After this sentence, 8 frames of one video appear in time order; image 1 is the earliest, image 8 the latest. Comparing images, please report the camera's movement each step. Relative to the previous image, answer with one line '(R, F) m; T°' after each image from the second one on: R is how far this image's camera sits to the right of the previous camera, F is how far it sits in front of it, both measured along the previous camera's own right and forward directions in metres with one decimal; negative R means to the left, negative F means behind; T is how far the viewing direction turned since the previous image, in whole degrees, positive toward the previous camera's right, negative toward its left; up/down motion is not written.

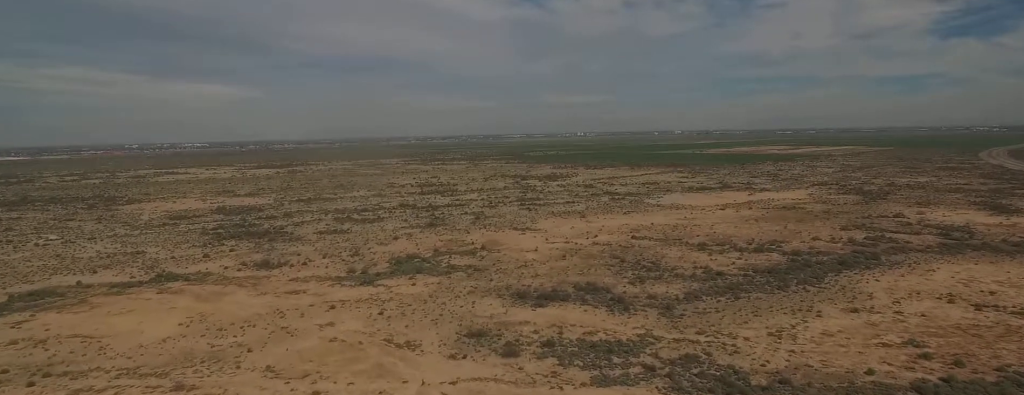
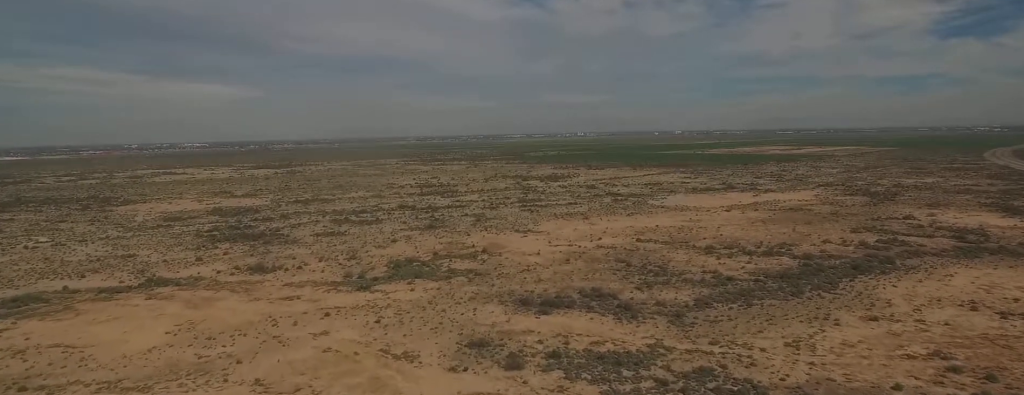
(0.0, +8.7) m; +1°
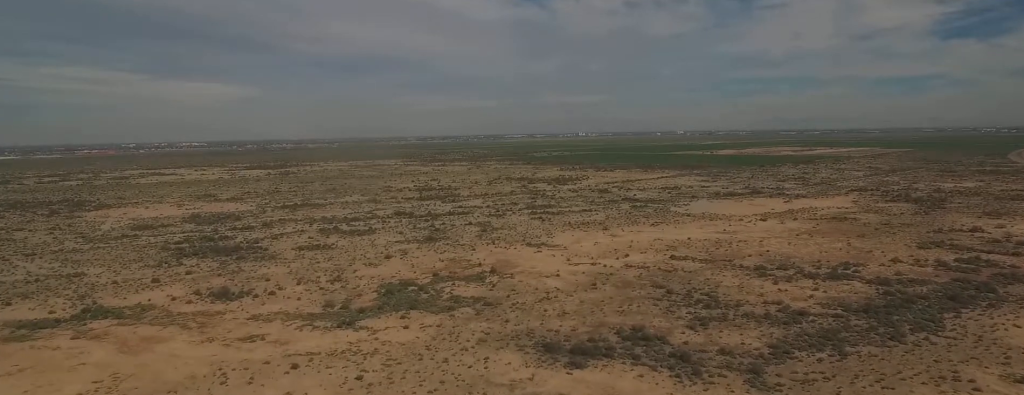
(+2.7, +45.7) m; +6°
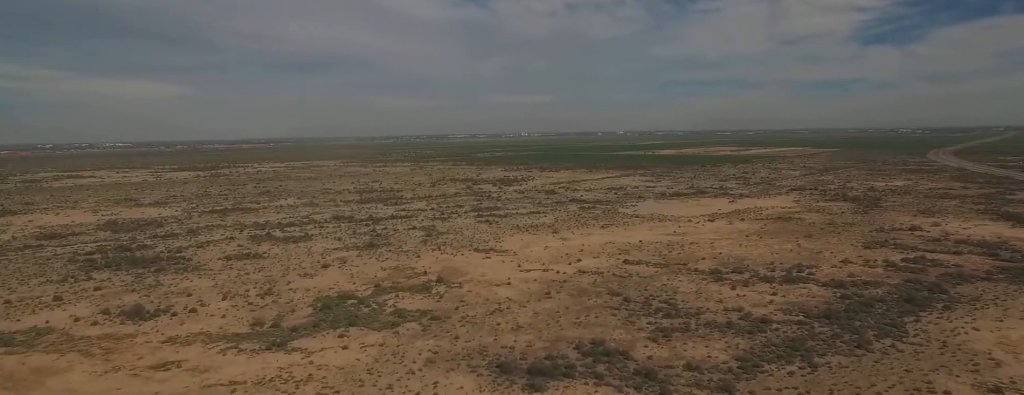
(+0.2, +15.0) m; +1°
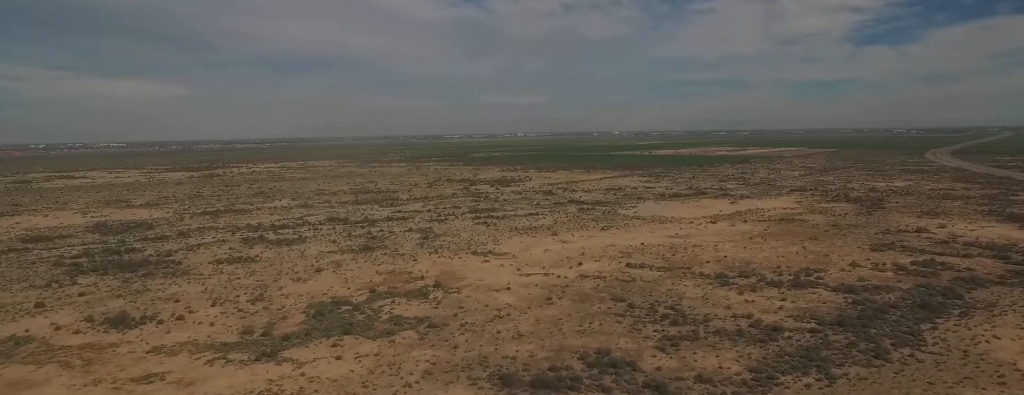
(+0.1, +7.6) m; 0°
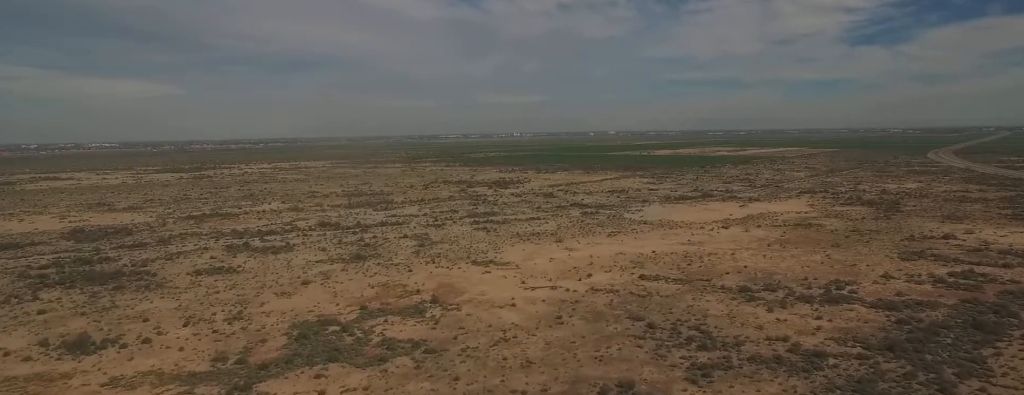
(+0.2, +21.0) m; +1°
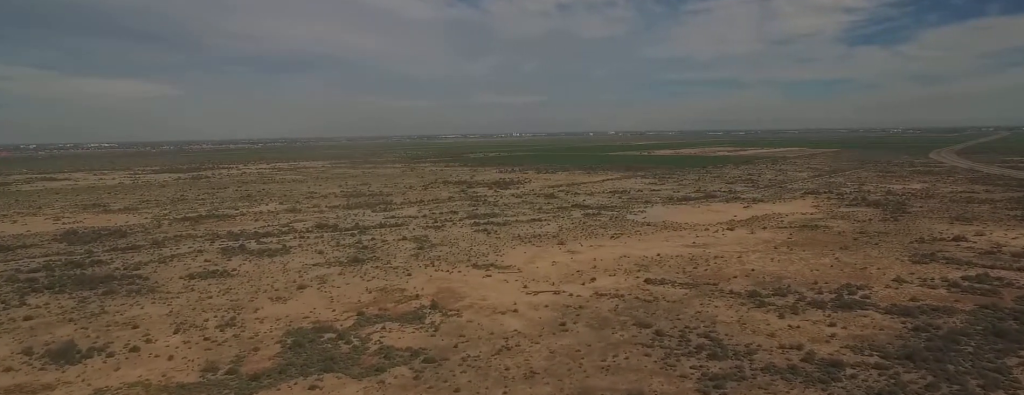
(0.0, +6.8) m; 0°
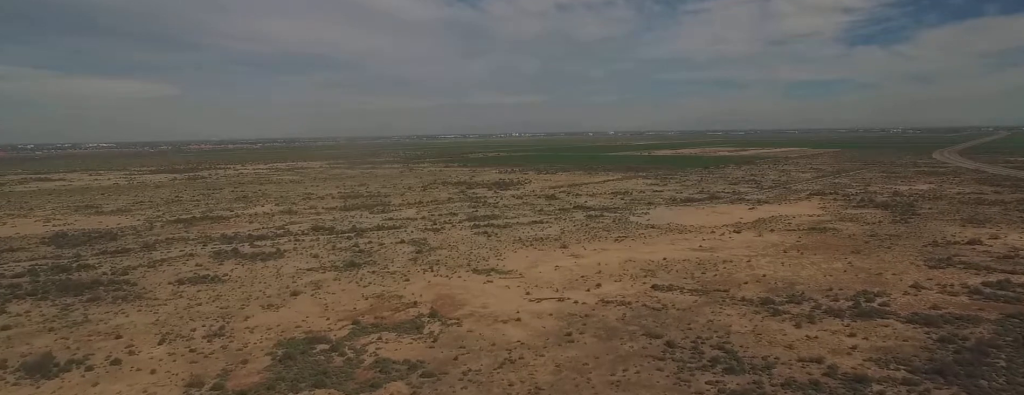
(0.0, +9.5) m; 0°
